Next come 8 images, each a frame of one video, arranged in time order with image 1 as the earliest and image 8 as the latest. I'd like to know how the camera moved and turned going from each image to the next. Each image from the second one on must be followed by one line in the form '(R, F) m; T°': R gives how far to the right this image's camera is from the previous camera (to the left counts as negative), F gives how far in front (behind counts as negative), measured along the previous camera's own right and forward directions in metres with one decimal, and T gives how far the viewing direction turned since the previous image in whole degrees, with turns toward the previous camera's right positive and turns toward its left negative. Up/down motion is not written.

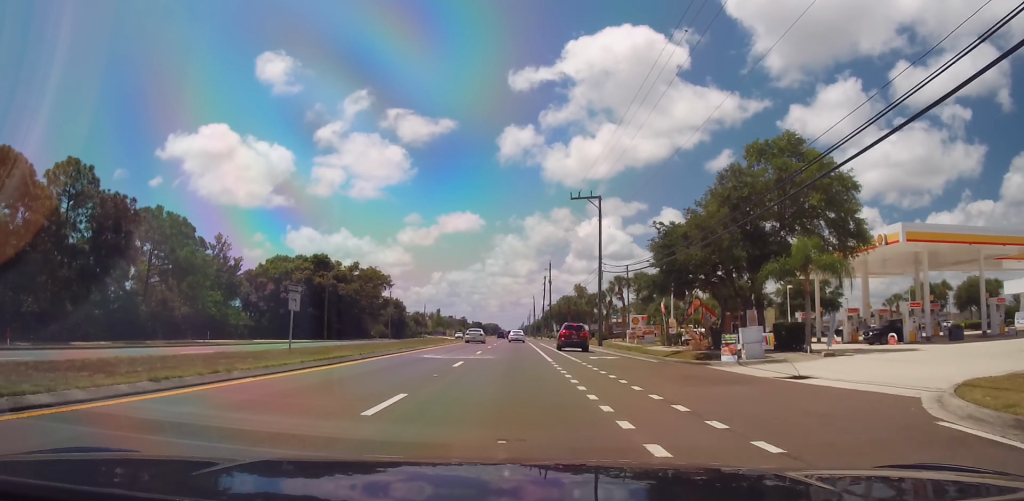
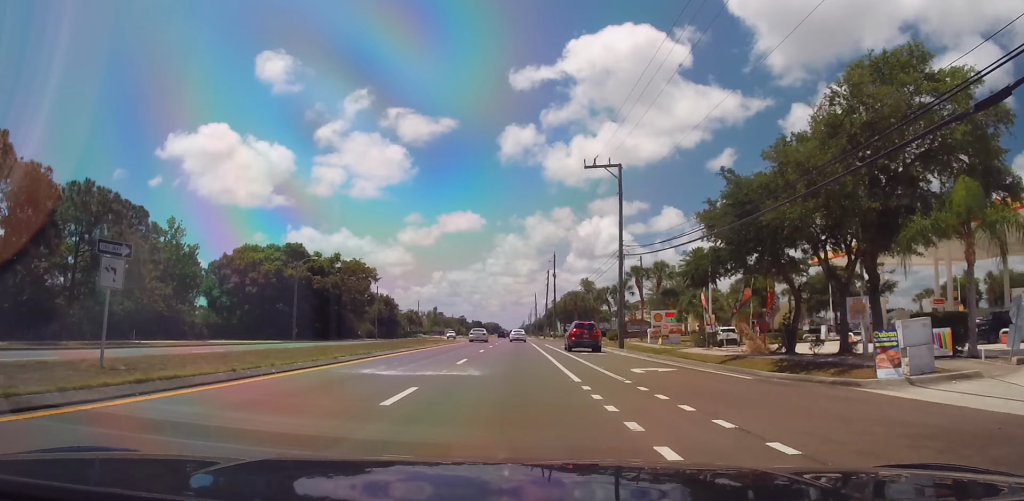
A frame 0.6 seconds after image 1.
(0.0, +11.0) m; 0°
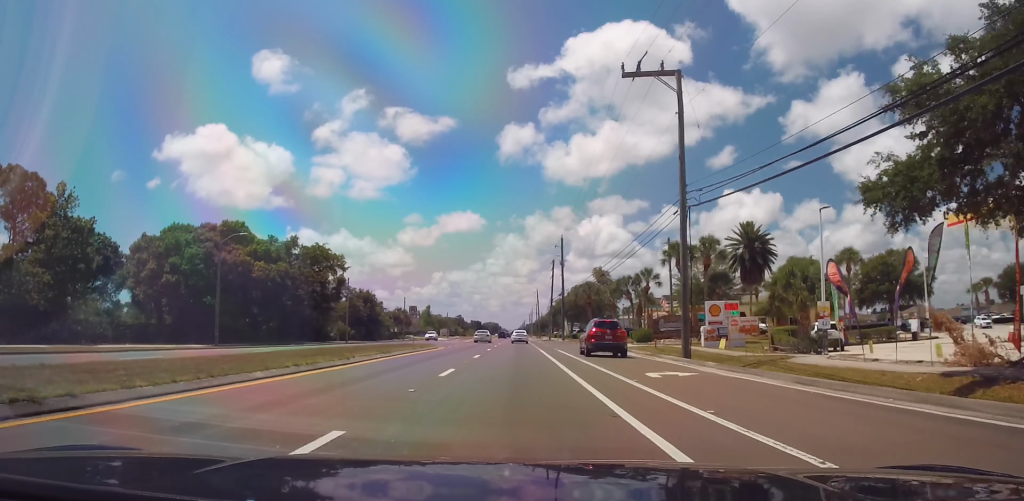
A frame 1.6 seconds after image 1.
(0.0, +17.6) m; 0°
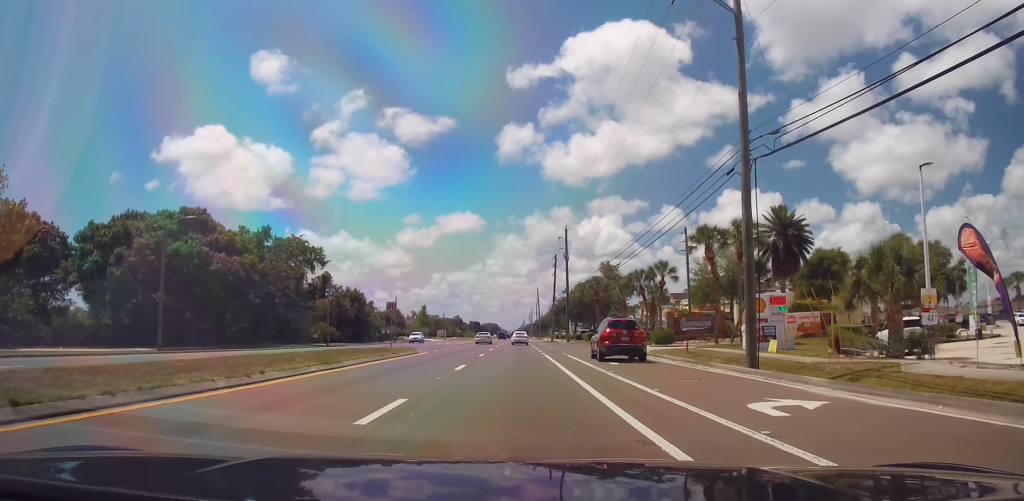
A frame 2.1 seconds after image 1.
(0.0, +8.2) m; 0°
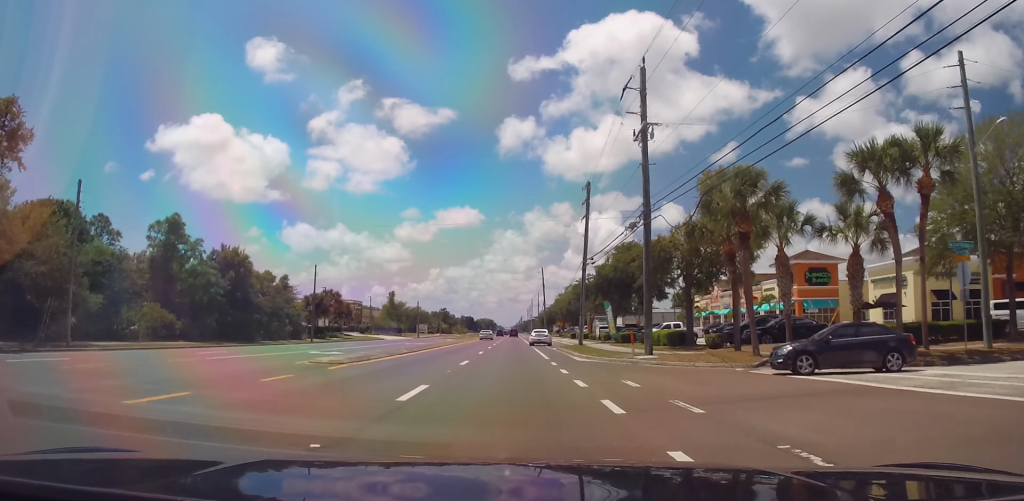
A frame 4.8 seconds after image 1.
(0.0, +46.7) m; 0°
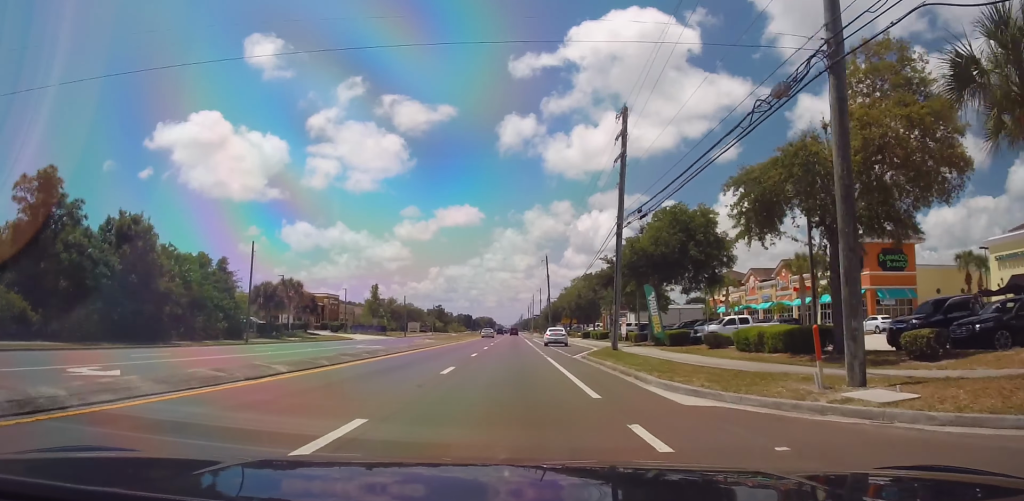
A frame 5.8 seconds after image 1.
(0.0, +17.6) m; 0°
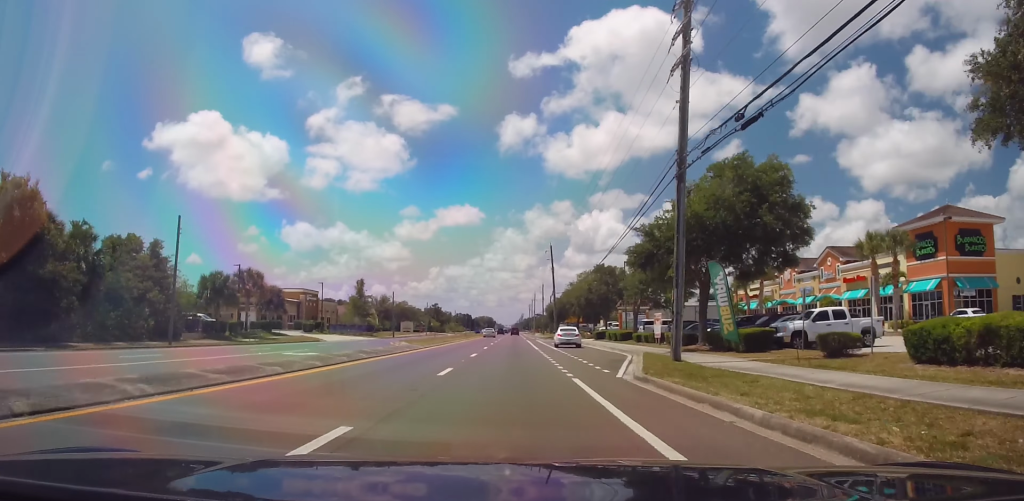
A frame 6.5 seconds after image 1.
(0.0, +12.6) m; 0°
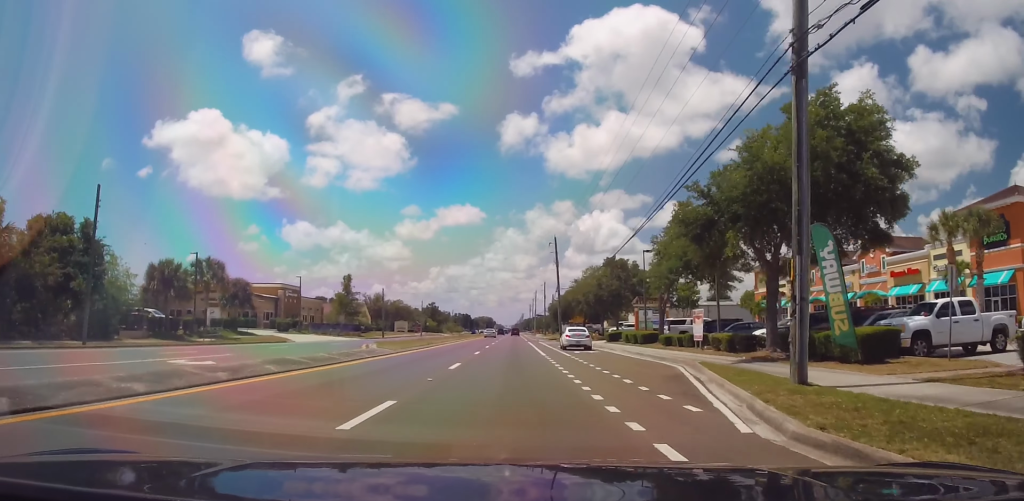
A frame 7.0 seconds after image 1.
(0.0, +9.1) m; 0°
